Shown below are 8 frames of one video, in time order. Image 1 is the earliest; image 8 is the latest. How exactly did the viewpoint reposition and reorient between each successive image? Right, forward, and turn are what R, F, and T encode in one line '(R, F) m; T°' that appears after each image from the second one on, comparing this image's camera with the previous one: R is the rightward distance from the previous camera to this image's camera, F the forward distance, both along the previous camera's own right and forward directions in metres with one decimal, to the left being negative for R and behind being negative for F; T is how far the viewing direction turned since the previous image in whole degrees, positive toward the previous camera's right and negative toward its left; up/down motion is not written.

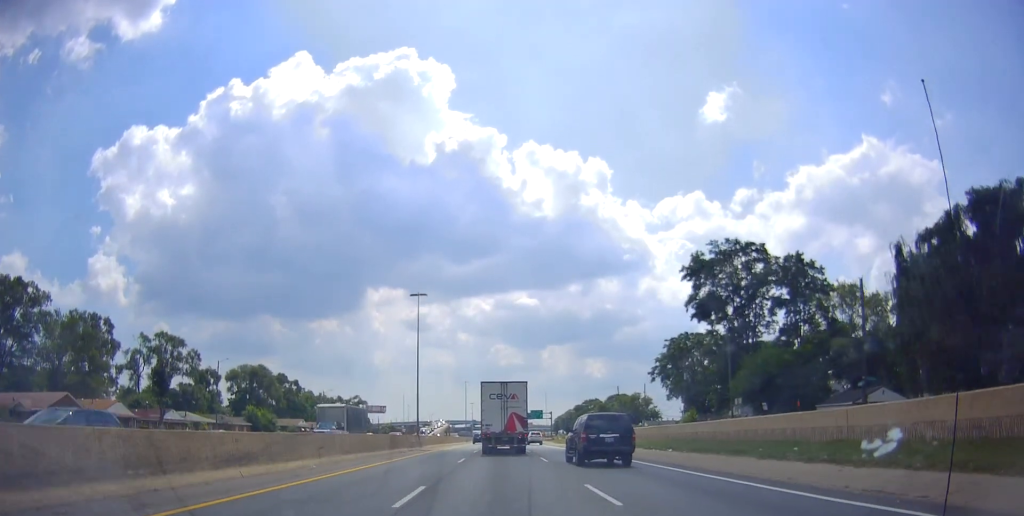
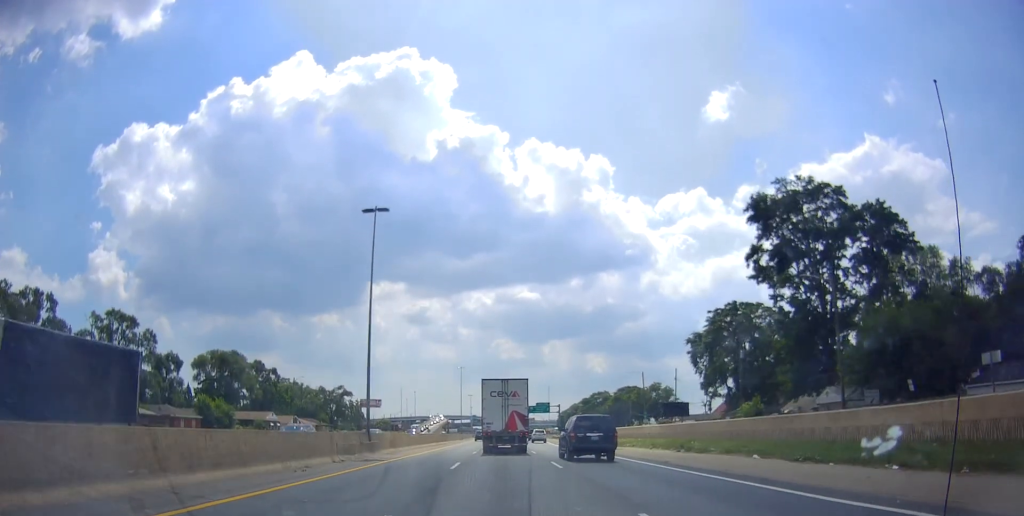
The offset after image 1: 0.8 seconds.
(0.0, +20.1) m; 0°
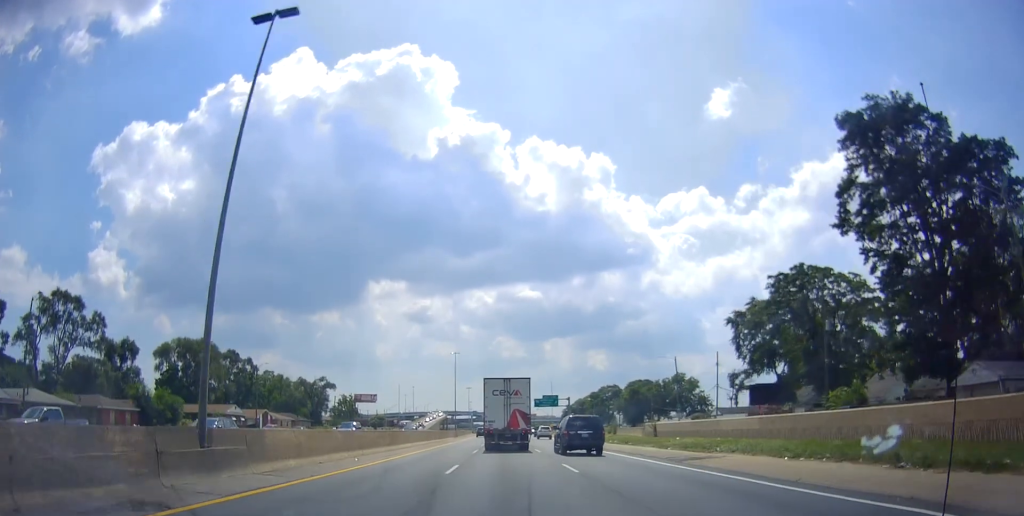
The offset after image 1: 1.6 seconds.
(-0.5, +18.5) m; 0°
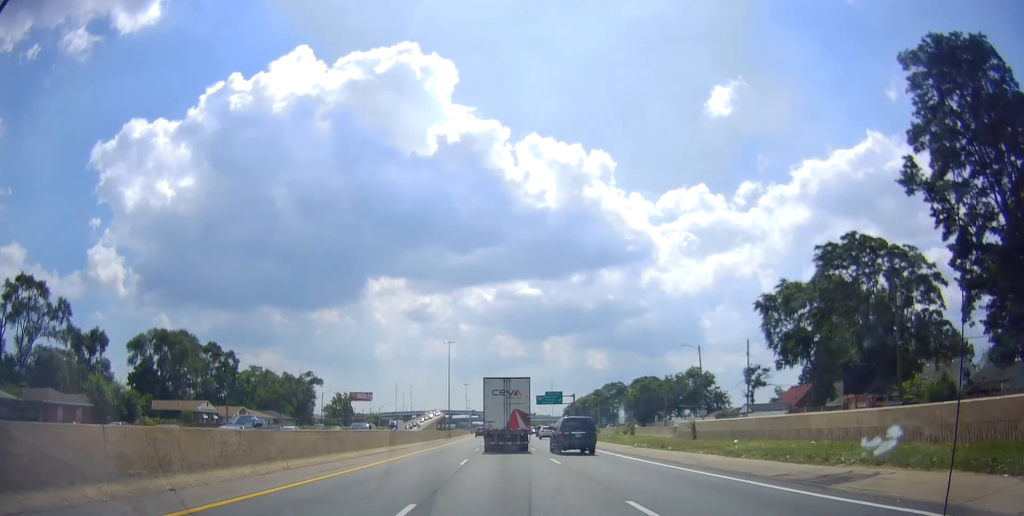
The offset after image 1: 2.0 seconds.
(+0.3, +10.6) m; 0°
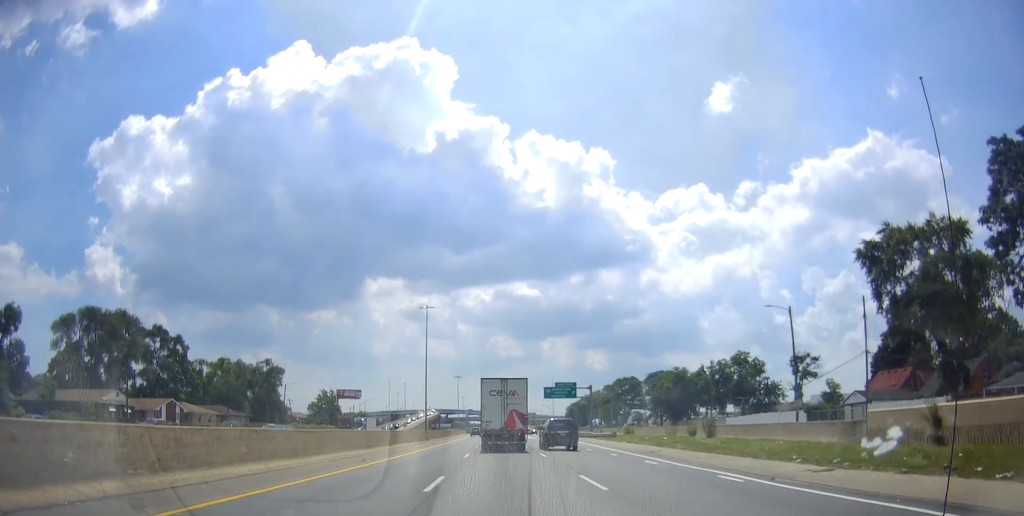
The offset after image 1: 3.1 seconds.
(0.0, +25.2) m; 0°
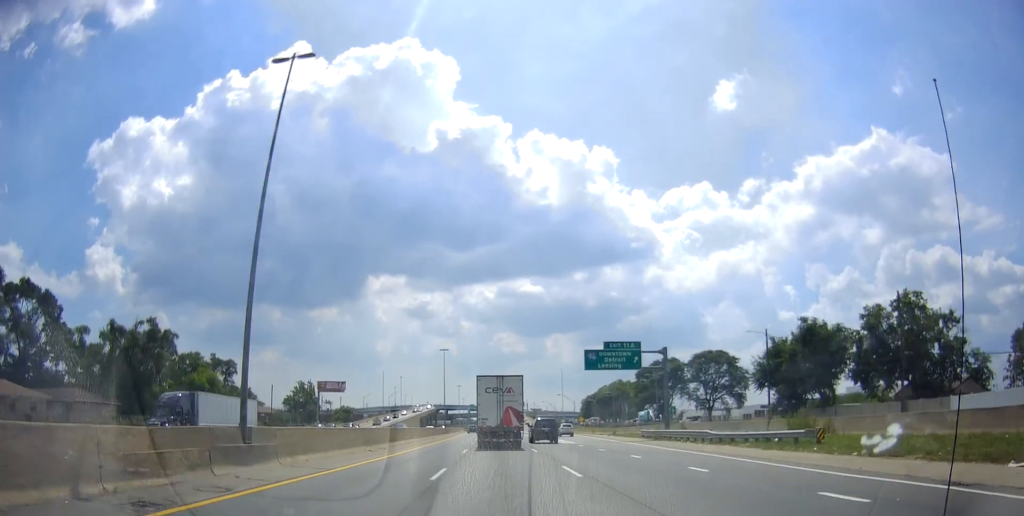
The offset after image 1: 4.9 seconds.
(+0.4, +44.0) m; 0°
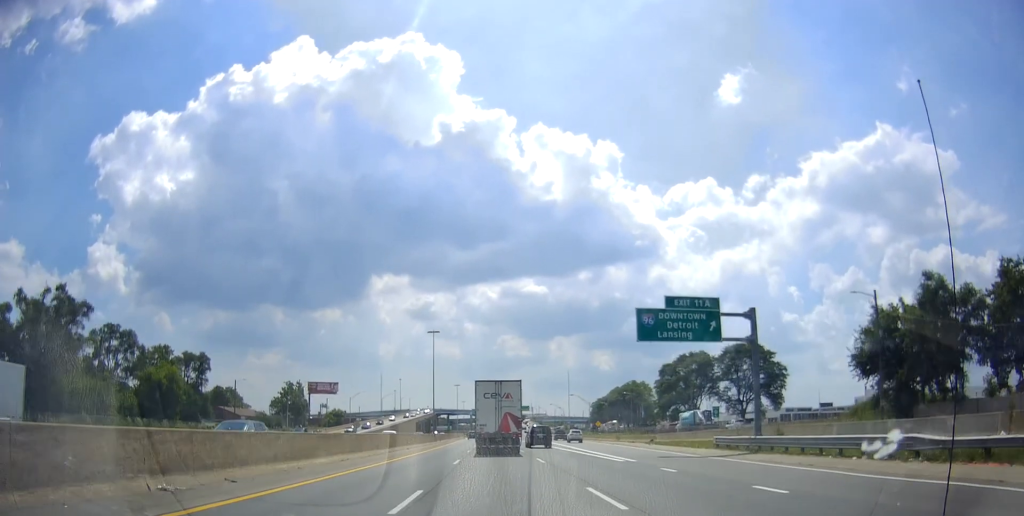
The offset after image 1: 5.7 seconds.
(-0.2, +20.3) m; -1°
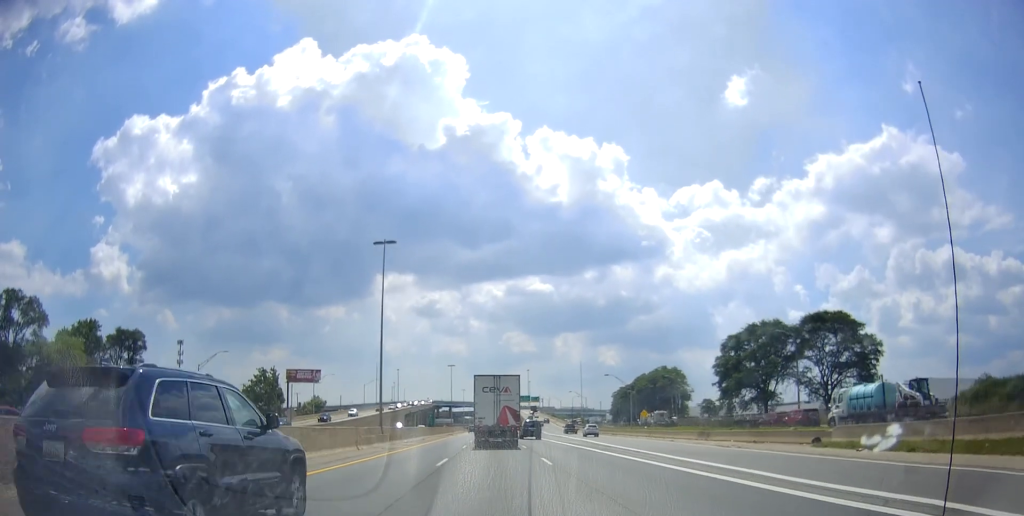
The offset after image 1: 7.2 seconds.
(-0.1, +36.4) m; 0°
